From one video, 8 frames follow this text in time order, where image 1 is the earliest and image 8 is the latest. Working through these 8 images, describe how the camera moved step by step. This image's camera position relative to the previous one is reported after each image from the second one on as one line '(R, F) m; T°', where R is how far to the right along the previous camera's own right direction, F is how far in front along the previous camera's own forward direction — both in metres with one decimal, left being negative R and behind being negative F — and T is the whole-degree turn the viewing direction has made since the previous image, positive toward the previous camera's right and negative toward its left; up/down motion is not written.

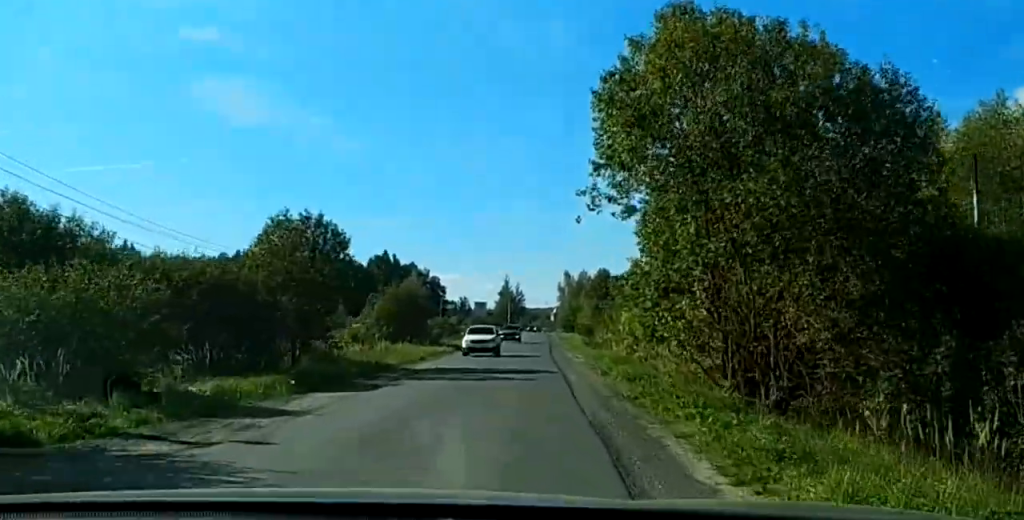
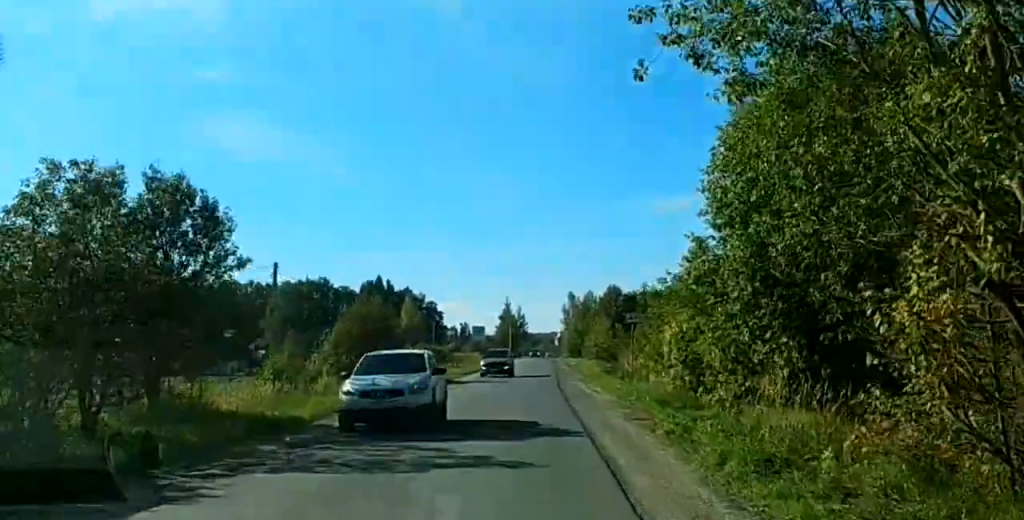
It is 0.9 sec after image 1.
(0.0, +14.7) m; 0°
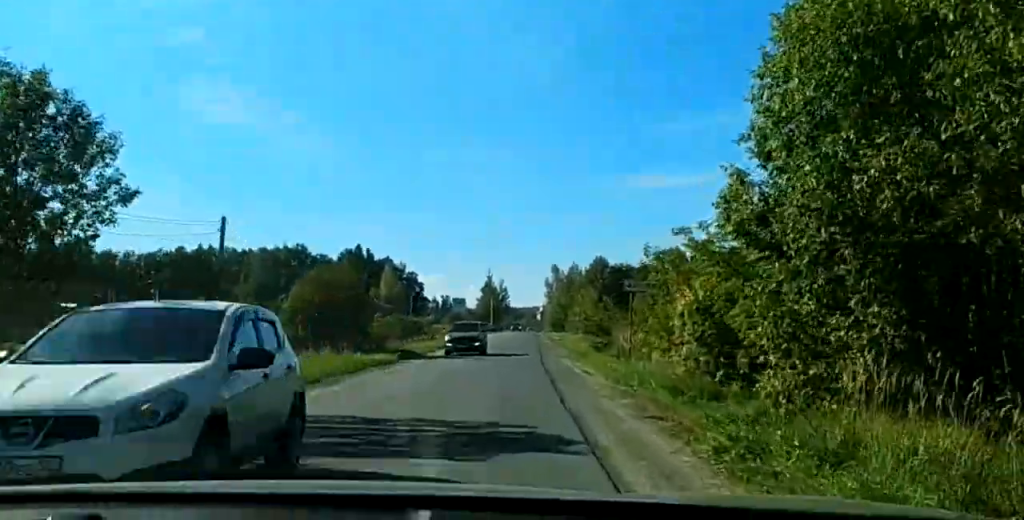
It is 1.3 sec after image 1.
(0.0, +6.4) m; 0°
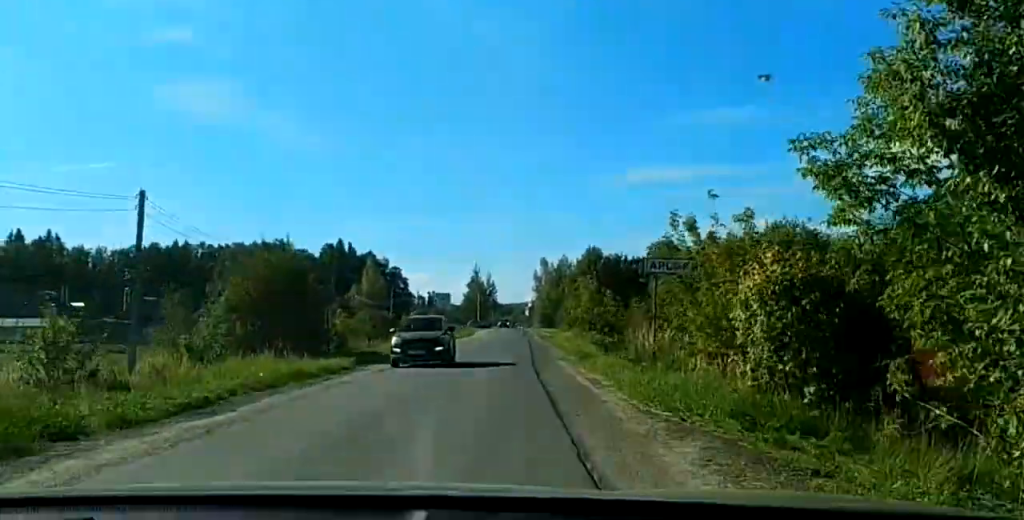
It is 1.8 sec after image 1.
(-0.1, +7.7) m; 0°
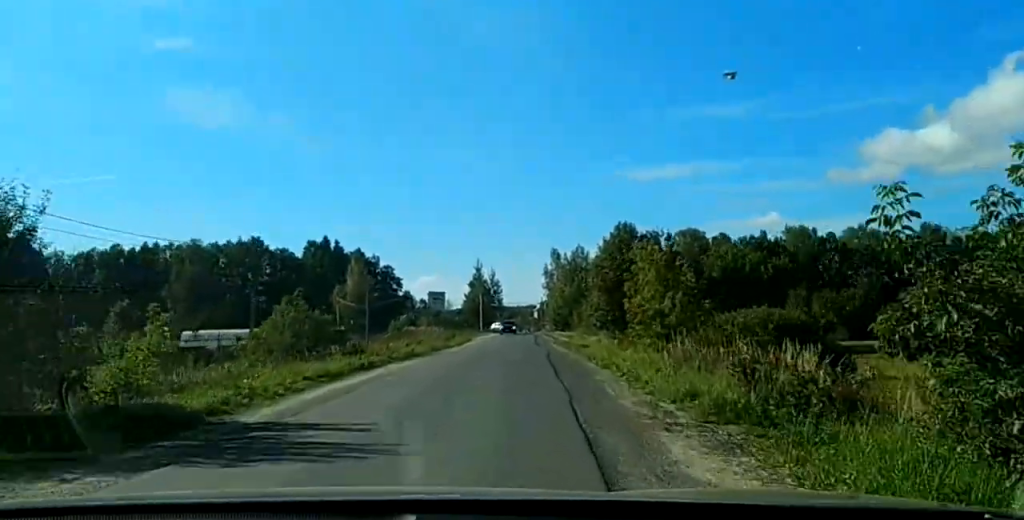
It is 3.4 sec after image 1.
(-0.3, +26.0) m; 0°
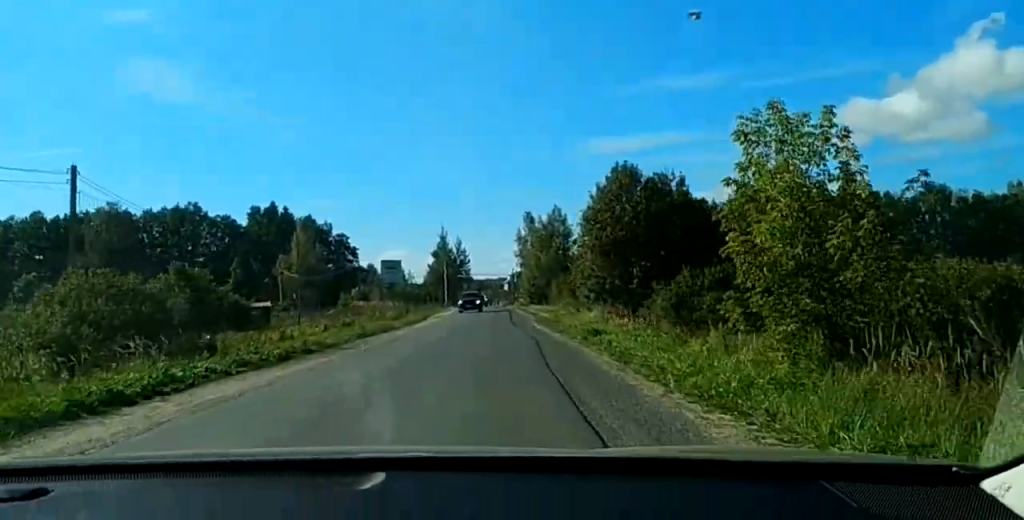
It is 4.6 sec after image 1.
(+0.3, +19.0) m; +1°
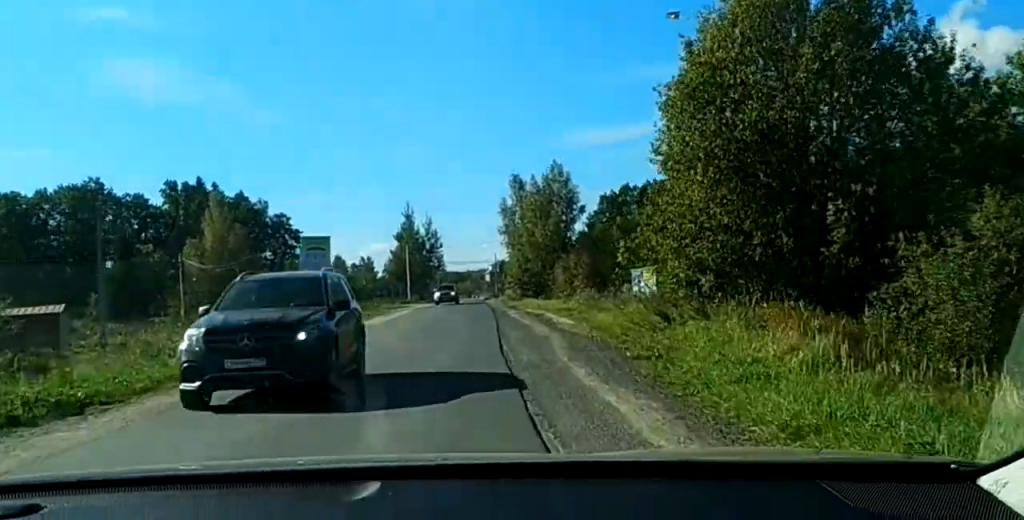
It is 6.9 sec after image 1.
(-0.1, +36.0) m; +1°
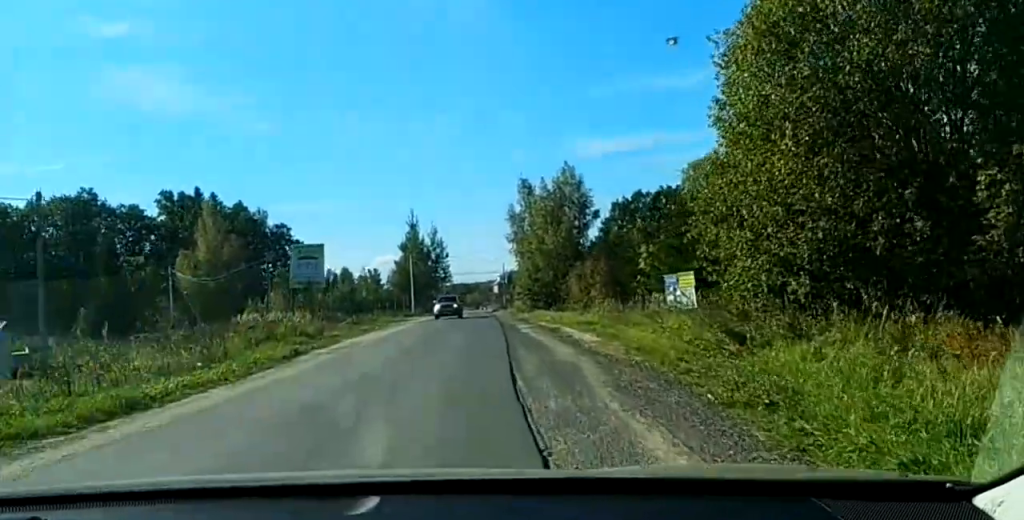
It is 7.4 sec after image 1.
(+0.1, +7.4) m; 0°
